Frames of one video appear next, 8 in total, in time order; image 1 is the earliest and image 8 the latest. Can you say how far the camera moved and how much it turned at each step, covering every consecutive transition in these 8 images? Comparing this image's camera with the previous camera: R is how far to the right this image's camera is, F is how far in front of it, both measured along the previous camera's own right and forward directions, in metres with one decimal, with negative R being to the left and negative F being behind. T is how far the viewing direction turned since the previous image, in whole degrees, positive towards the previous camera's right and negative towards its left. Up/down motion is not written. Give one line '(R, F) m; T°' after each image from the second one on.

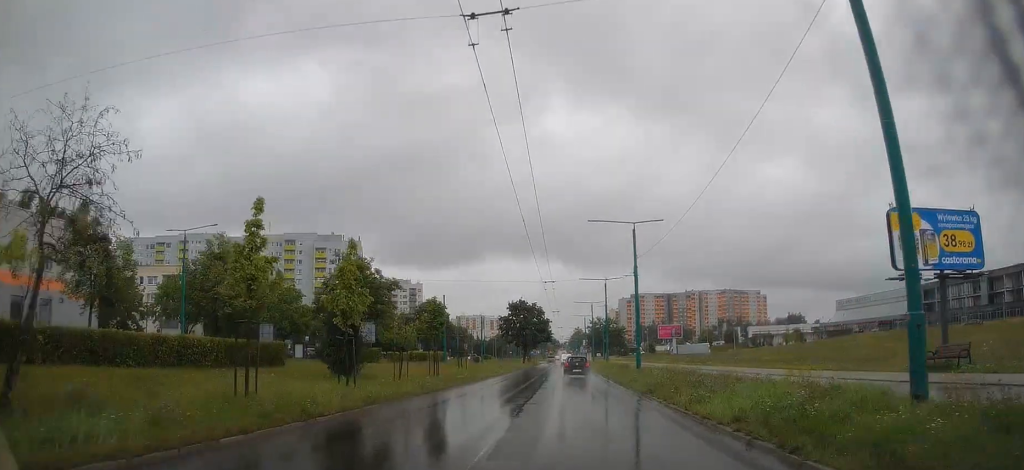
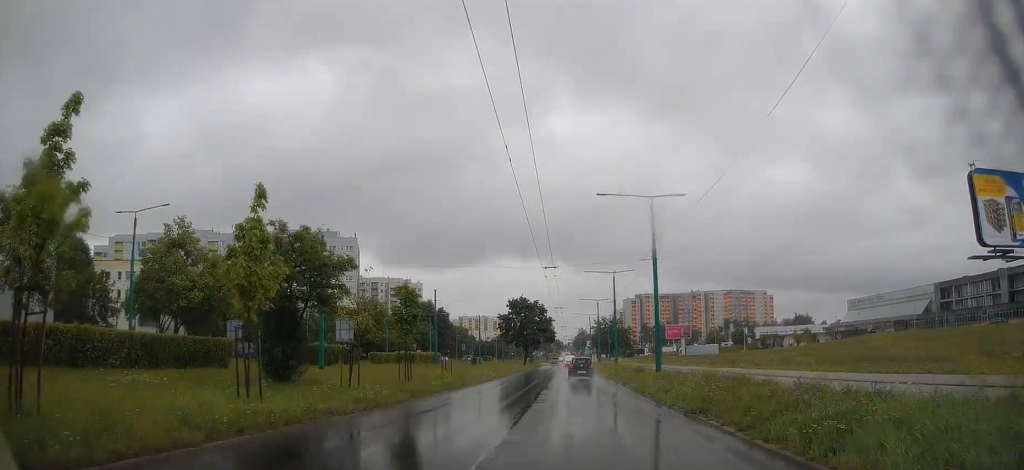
(0.0, +7.1) m; -1°
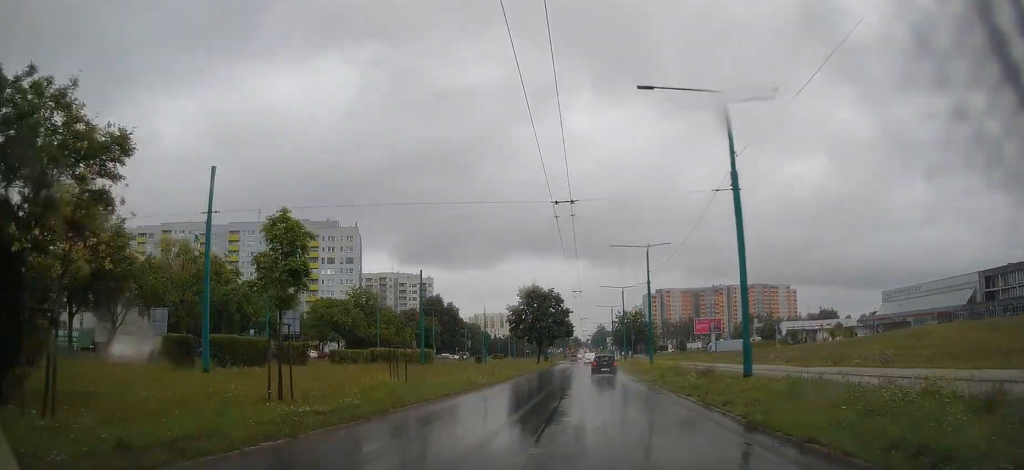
(-0.3, +14.0) m; -2°
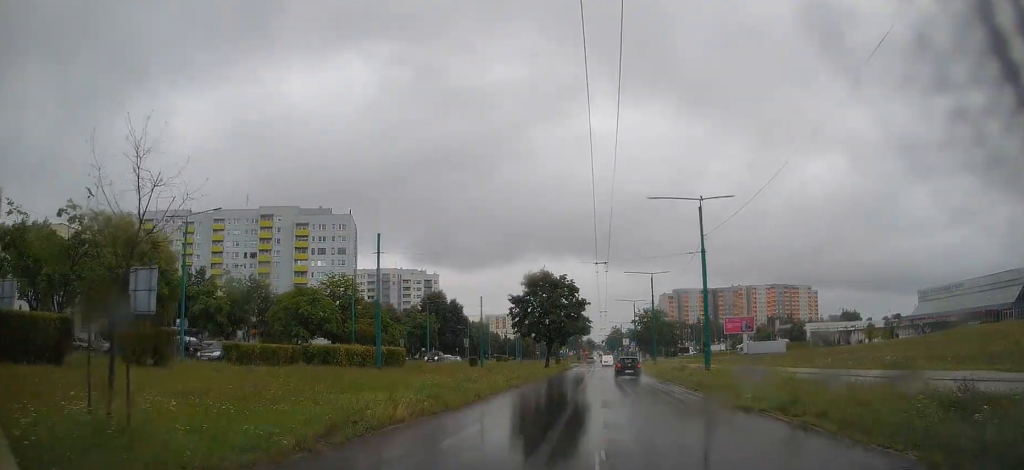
(-0.4, +15.8) m; 0°
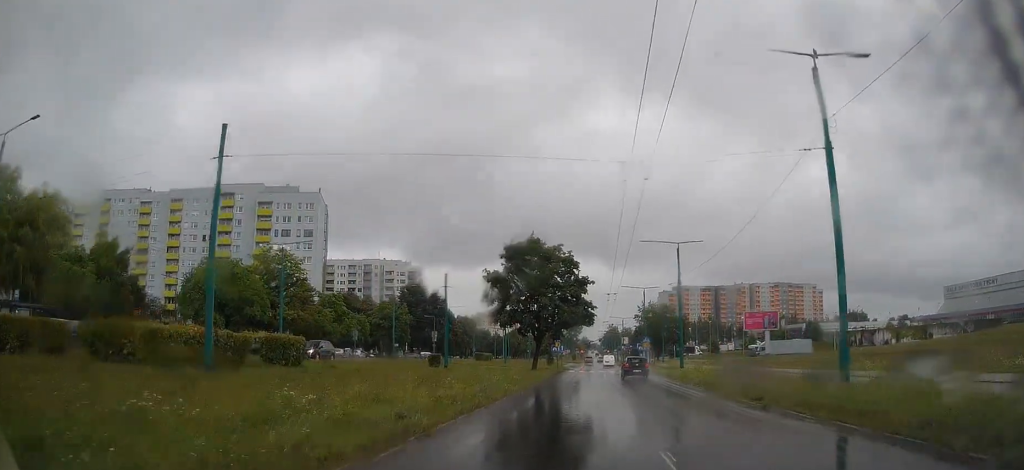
(+0.4, +18.1) m; +2°
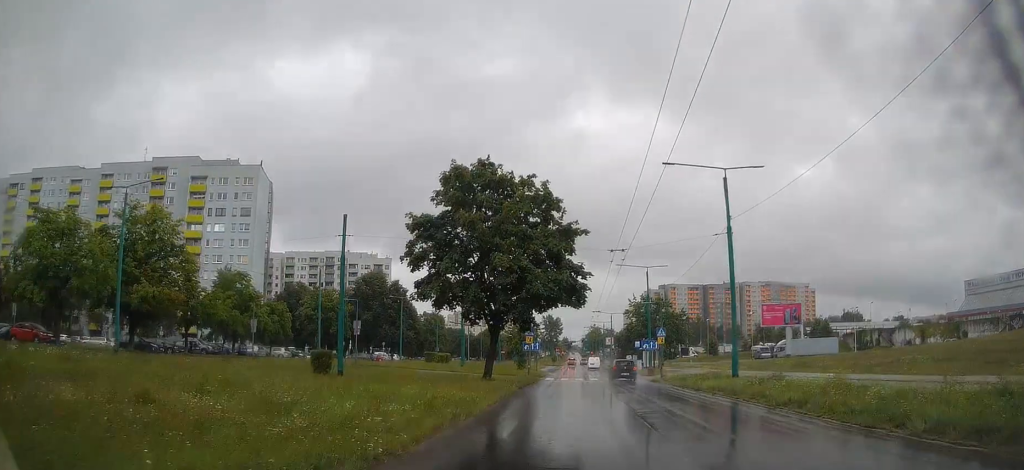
(+0.1, +20.5) m; 0°
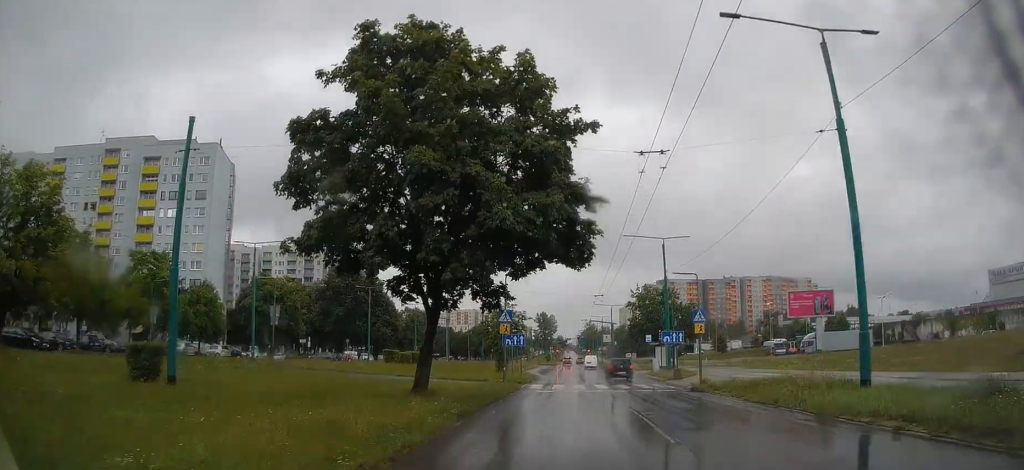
(0.0, +13.7) m; 0°
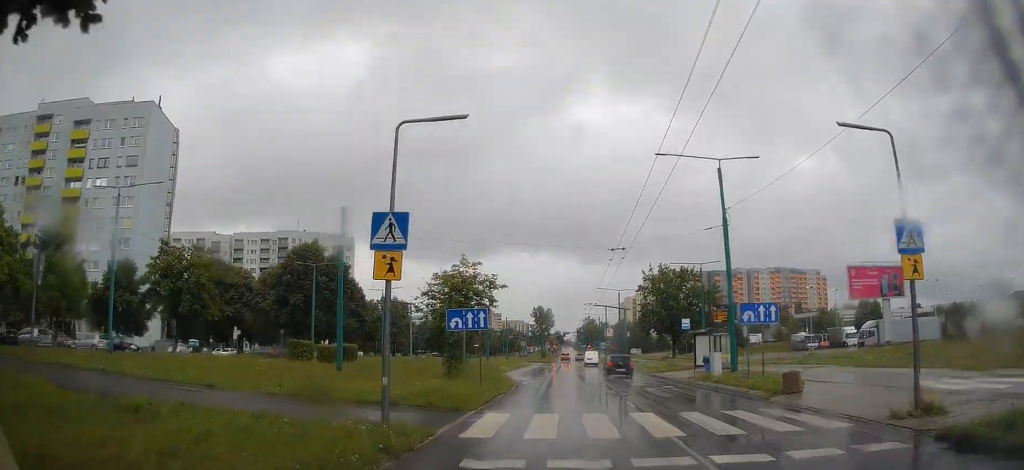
(+0.2, +18.2) m; +1°
